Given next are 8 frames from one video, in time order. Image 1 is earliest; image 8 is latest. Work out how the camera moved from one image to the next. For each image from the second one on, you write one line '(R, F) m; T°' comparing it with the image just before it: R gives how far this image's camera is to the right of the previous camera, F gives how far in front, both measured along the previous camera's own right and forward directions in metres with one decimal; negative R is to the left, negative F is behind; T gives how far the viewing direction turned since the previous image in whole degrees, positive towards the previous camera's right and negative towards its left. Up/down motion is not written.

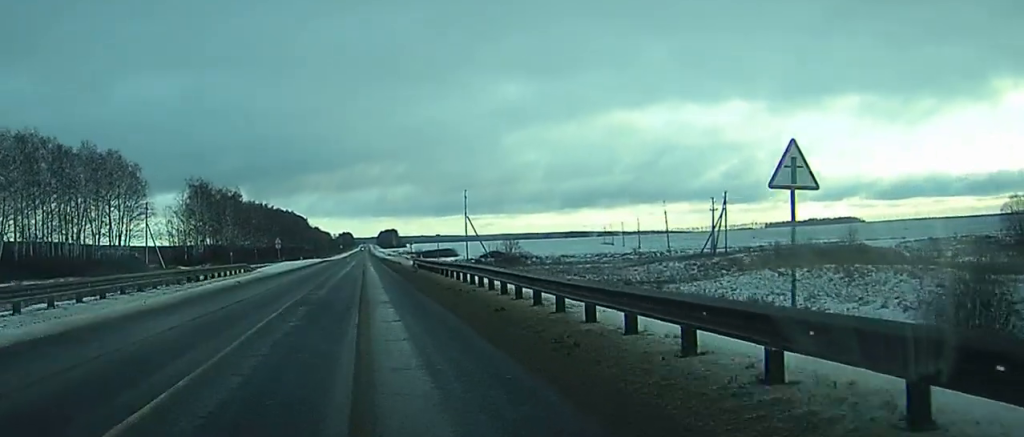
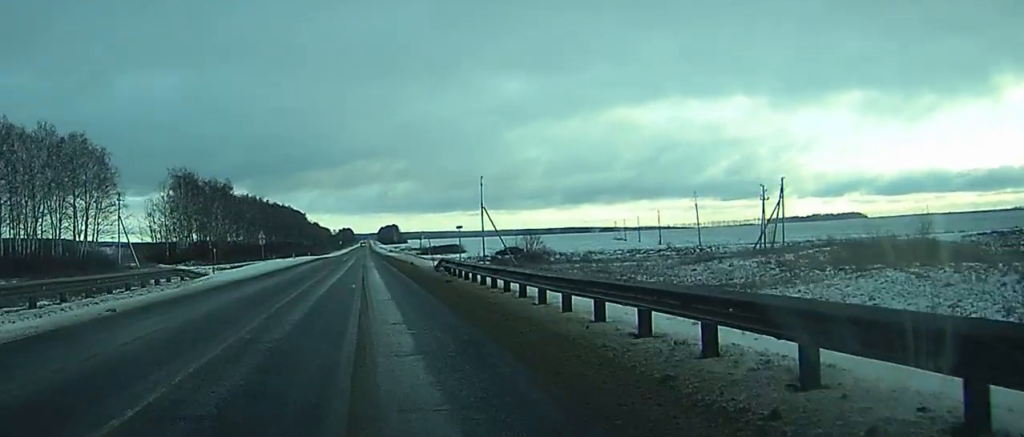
(-0.1, +18.2) m; 0°
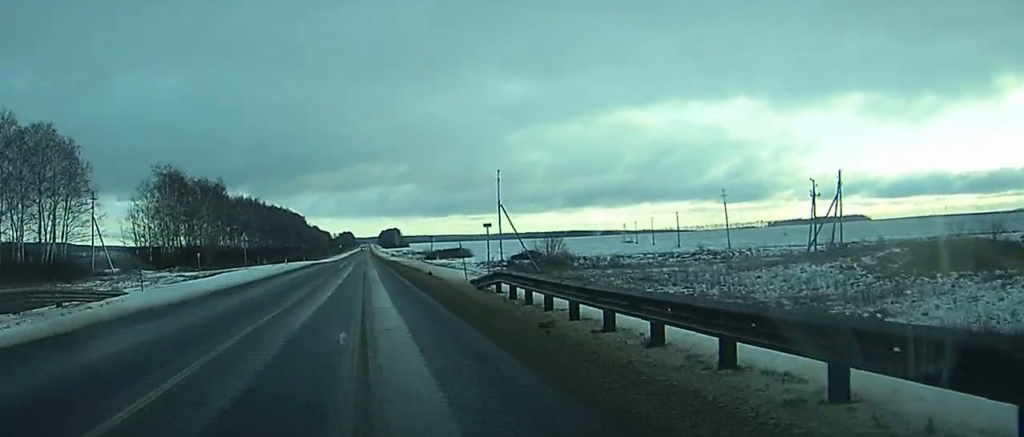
(0.0, +14.1) m; 0°
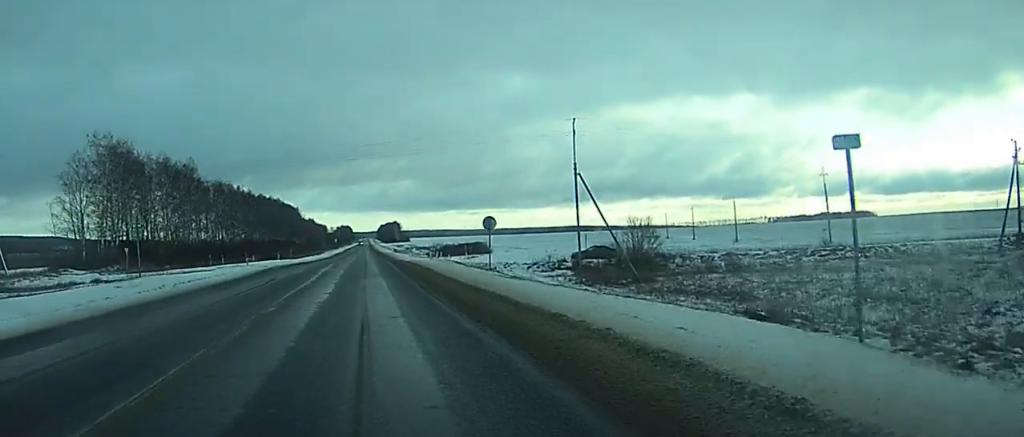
(+0.1, +37.8) m; 0°
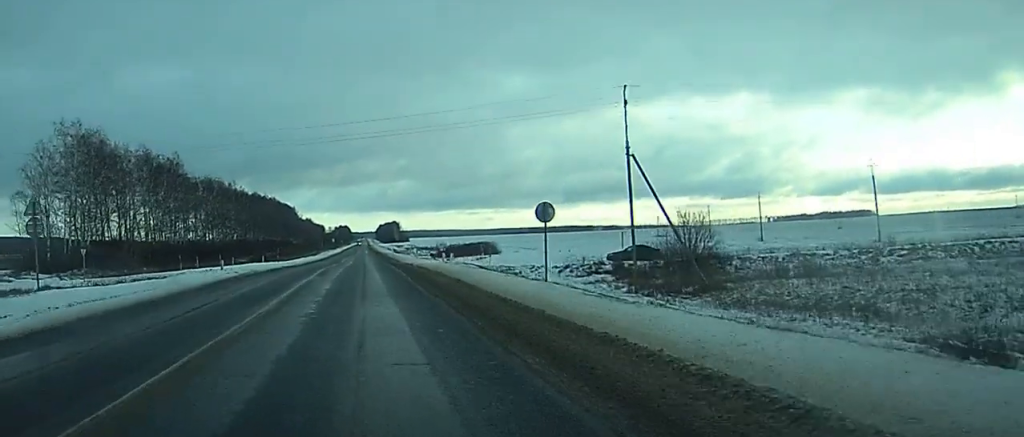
(0.0, +13.5) m; 0°
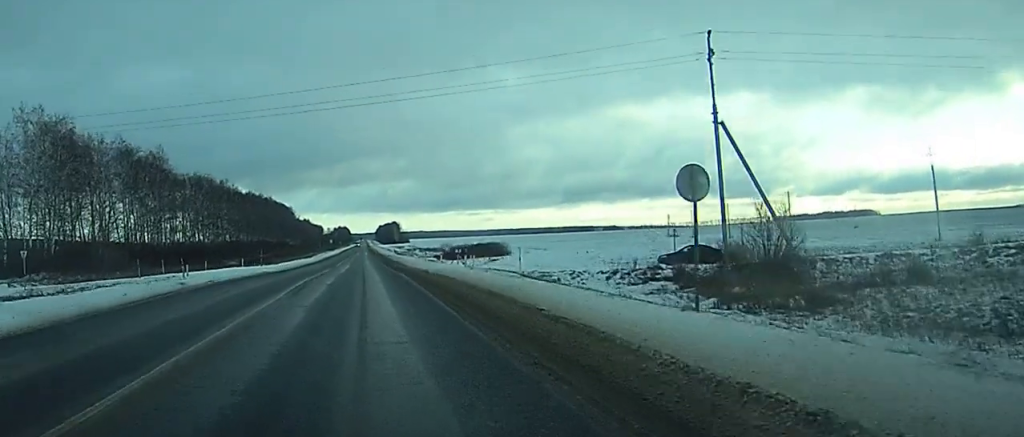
(+0.1, +13.6) m; 0°
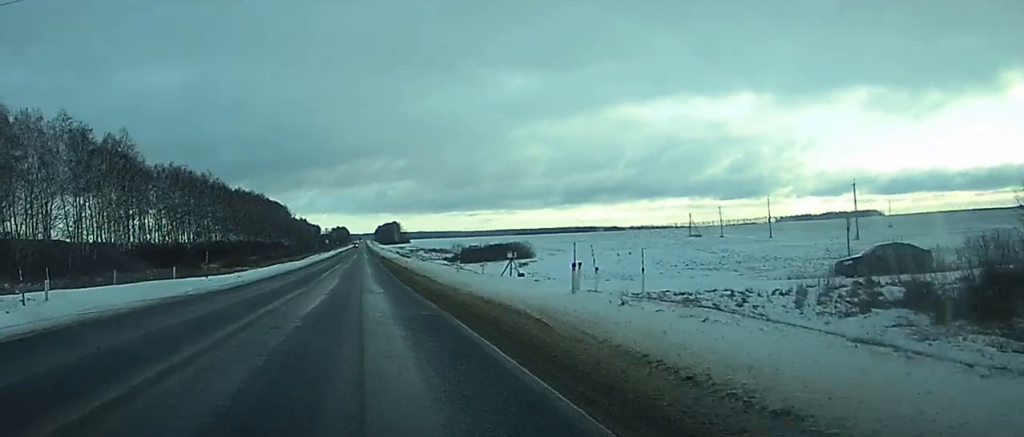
(0.0, +24.7) m; 0°
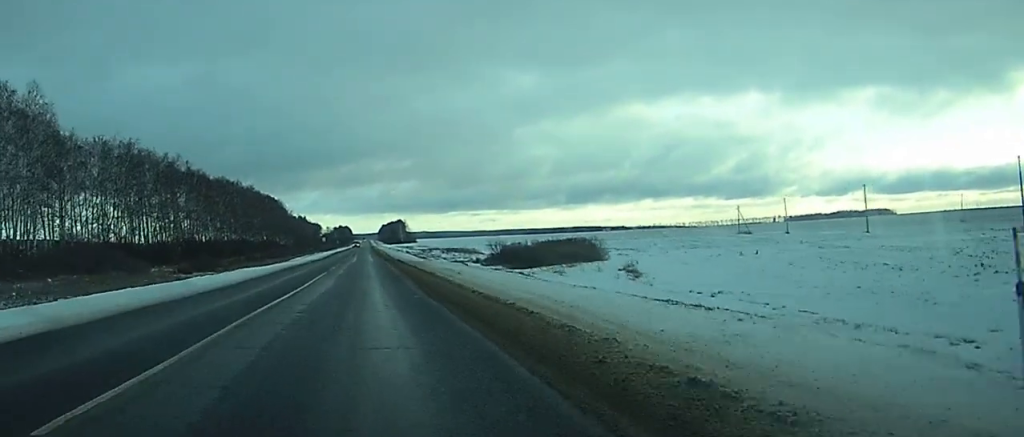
(-0.1, +41.0) m; 0°
